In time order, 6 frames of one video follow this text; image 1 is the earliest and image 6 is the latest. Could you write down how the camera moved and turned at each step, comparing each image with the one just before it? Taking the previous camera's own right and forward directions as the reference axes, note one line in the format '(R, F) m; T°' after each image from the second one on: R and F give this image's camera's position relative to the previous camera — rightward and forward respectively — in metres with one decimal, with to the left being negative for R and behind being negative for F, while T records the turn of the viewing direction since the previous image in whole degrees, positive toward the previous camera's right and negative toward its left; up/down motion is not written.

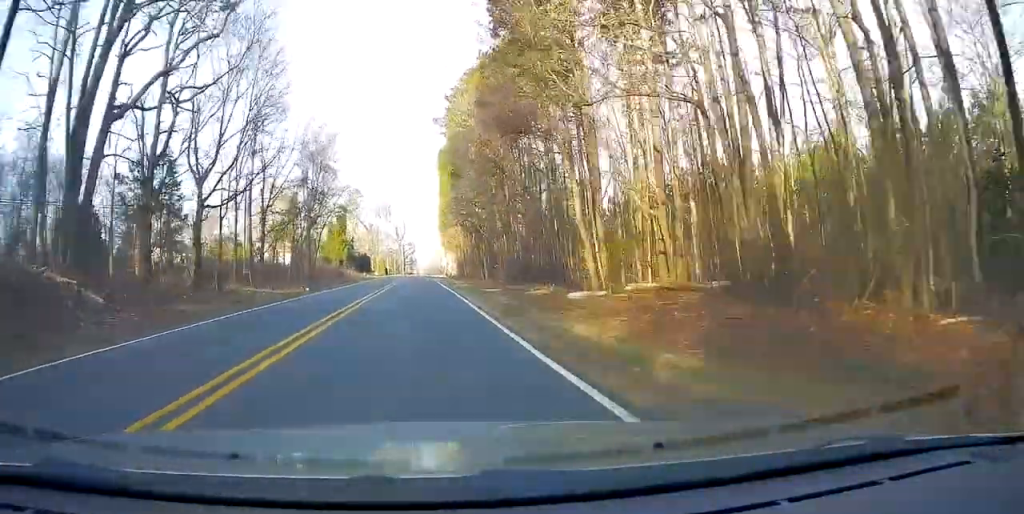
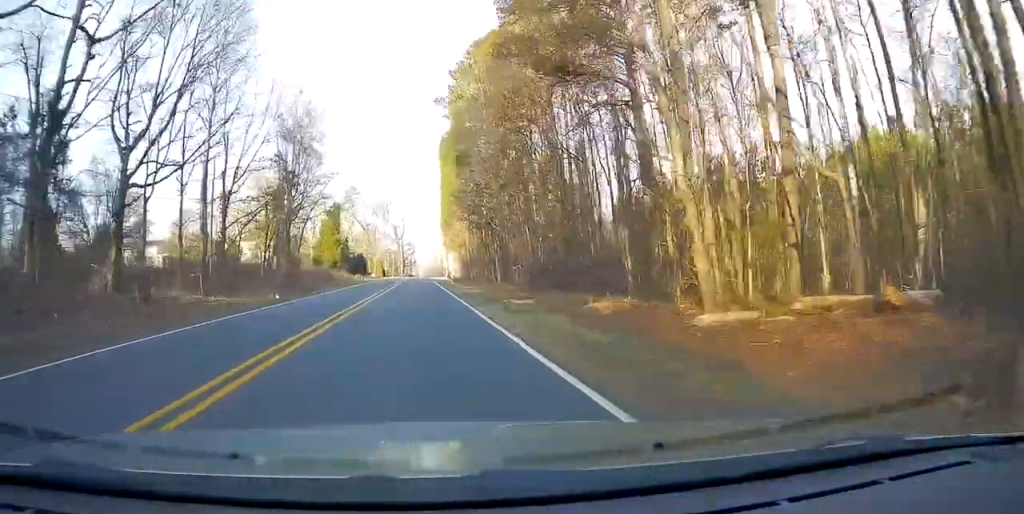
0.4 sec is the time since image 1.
(0.0, +10.1) m; 0°
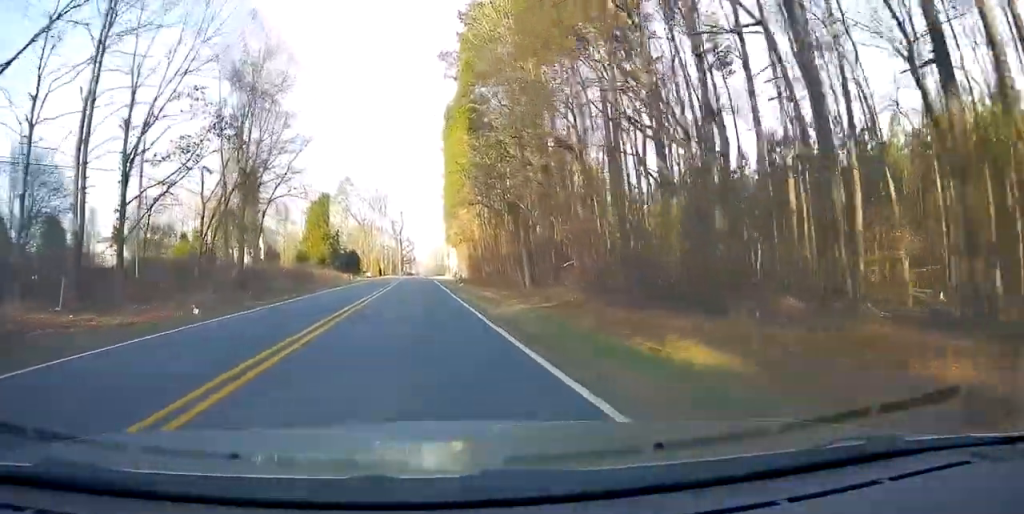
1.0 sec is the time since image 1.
(-0.1, +14.3) m; +1°
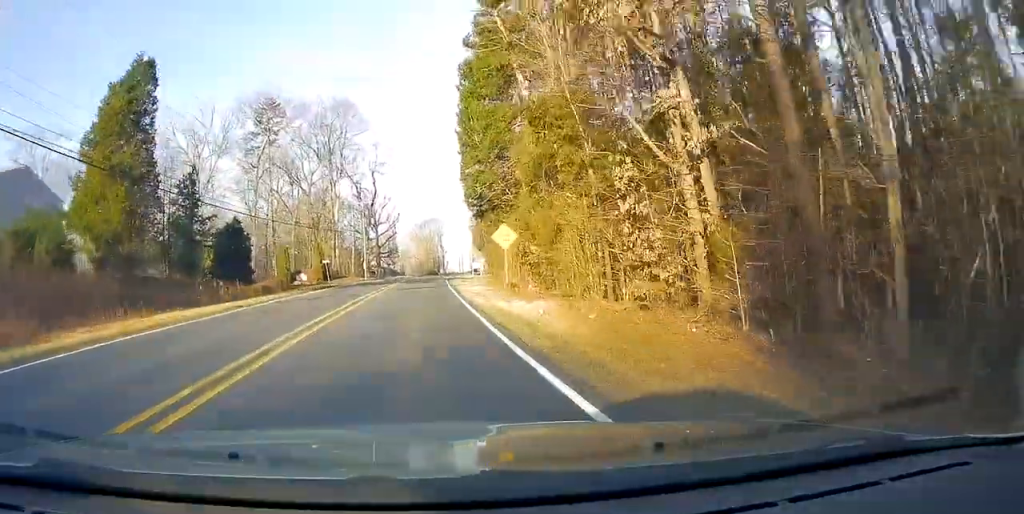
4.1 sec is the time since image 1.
(+0.5, +69.9) m; +1°
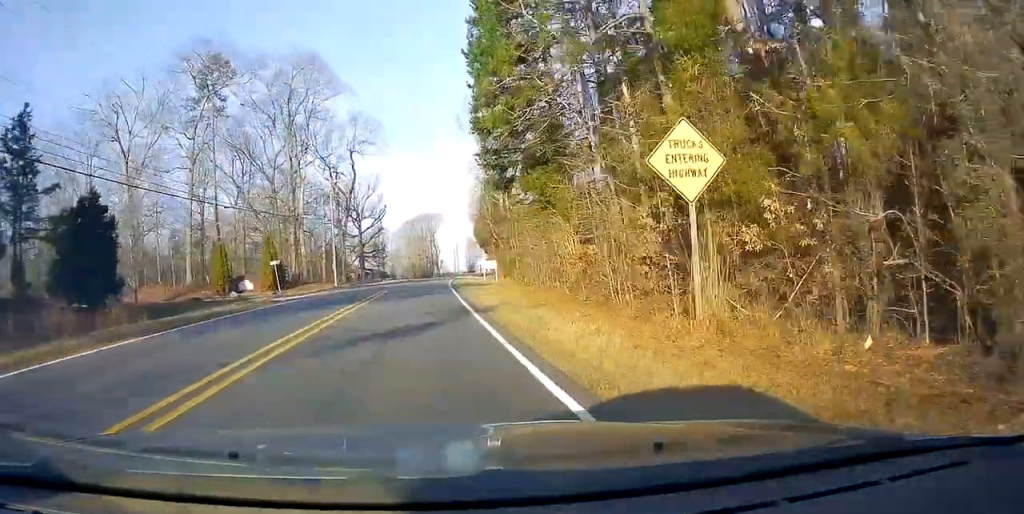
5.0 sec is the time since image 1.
(0.0, +20.9) m; 0°
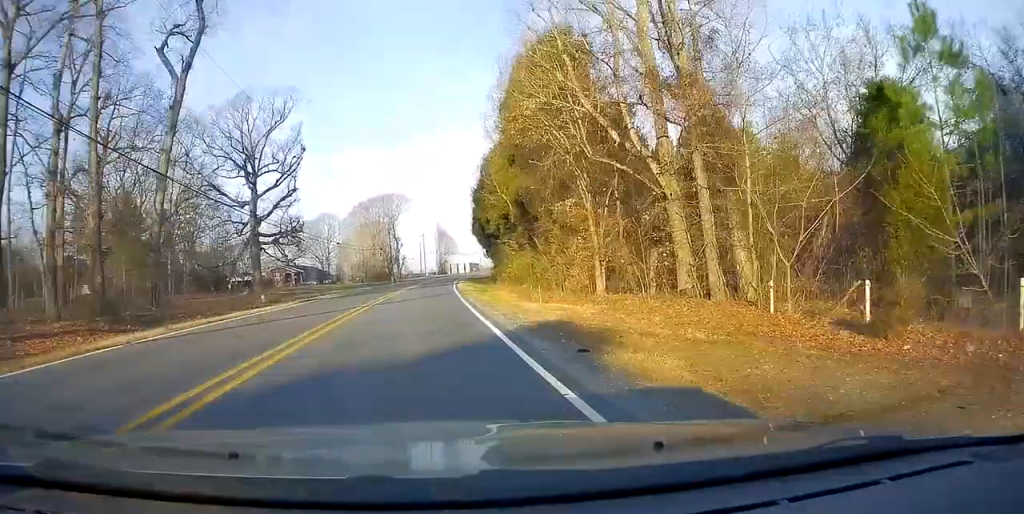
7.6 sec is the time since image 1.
(+1.7, +54.9) m; +5°
